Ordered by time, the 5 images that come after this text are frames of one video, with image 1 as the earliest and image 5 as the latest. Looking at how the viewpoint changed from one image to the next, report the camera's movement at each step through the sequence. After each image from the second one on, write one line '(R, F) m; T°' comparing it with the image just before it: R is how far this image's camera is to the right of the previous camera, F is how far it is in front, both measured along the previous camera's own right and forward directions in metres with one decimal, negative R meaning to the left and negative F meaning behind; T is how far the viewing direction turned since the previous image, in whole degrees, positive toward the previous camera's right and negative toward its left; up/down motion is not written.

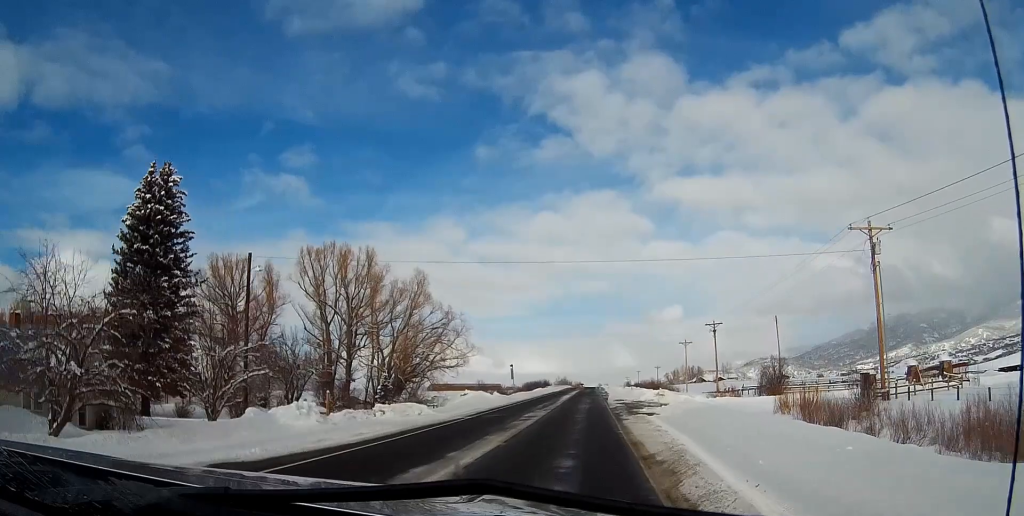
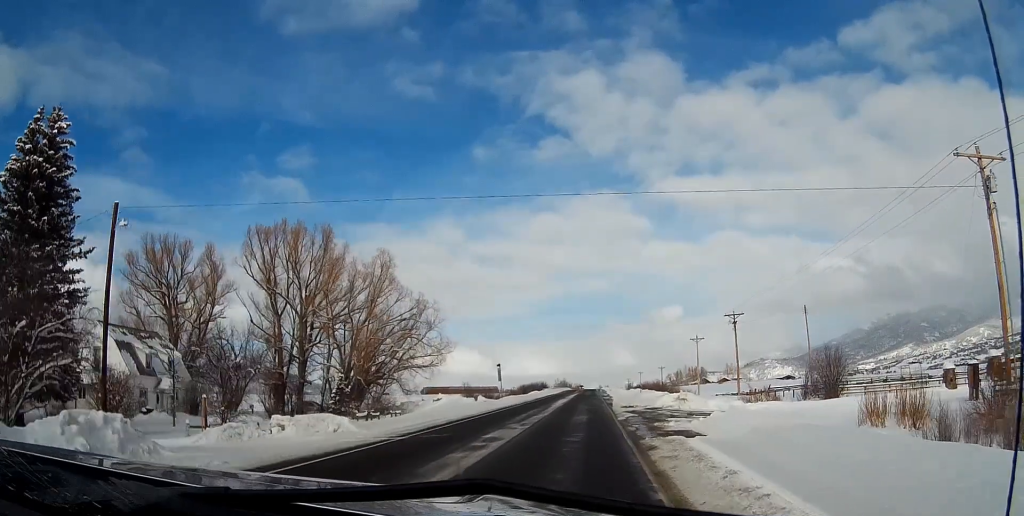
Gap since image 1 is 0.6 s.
(-0.1, +14.5) m; 0°
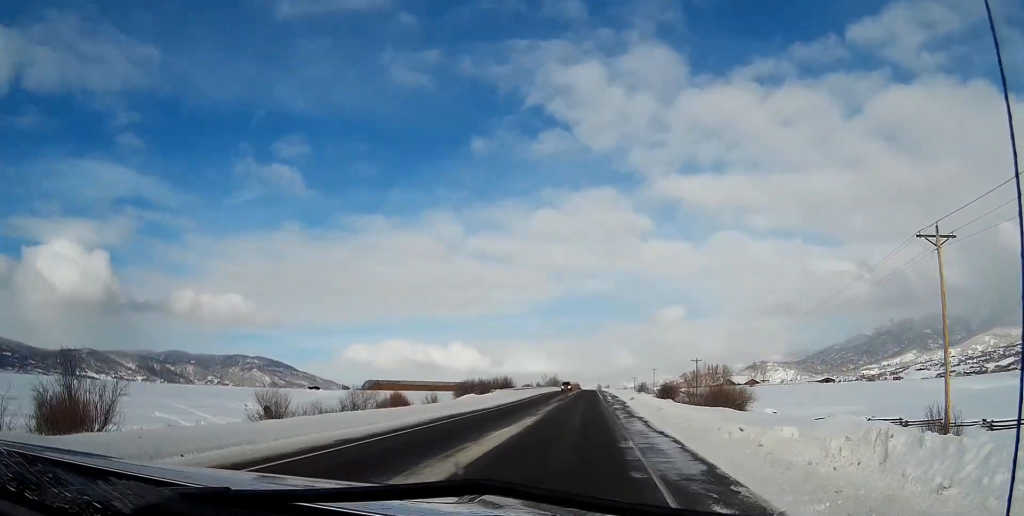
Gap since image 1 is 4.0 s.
(0.0, +85.8) m; 0°
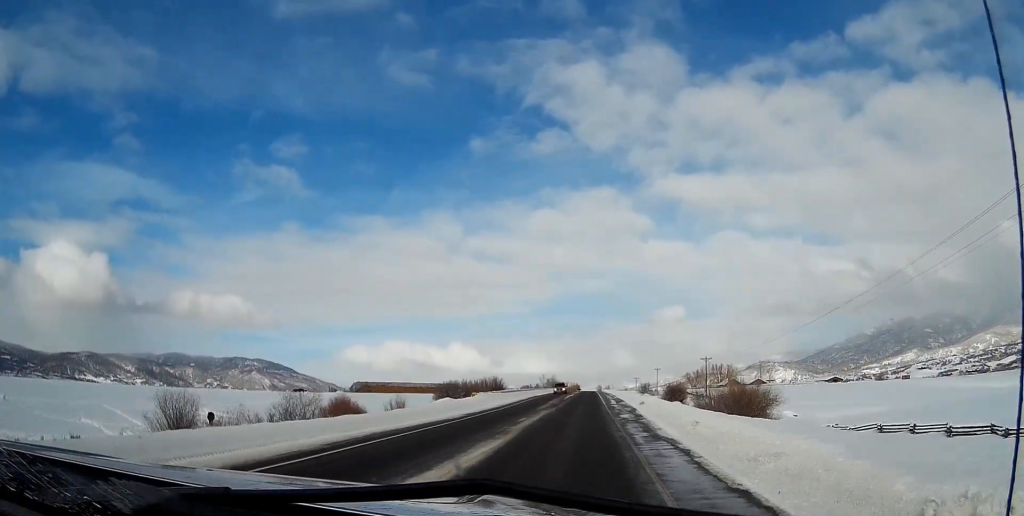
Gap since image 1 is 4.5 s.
(-0.1, +13.4) m; 0°
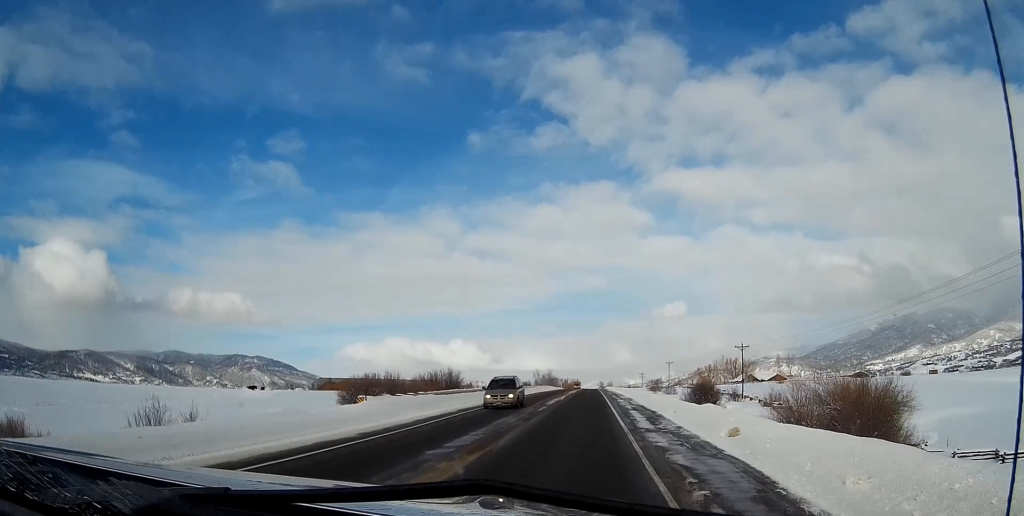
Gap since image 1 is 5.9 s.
(+0.4, +35.9) m; +1°
